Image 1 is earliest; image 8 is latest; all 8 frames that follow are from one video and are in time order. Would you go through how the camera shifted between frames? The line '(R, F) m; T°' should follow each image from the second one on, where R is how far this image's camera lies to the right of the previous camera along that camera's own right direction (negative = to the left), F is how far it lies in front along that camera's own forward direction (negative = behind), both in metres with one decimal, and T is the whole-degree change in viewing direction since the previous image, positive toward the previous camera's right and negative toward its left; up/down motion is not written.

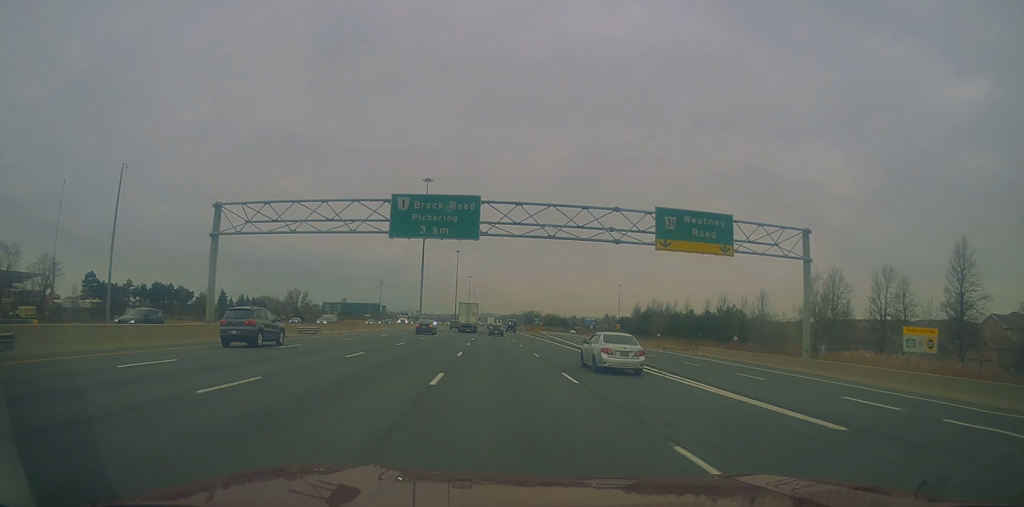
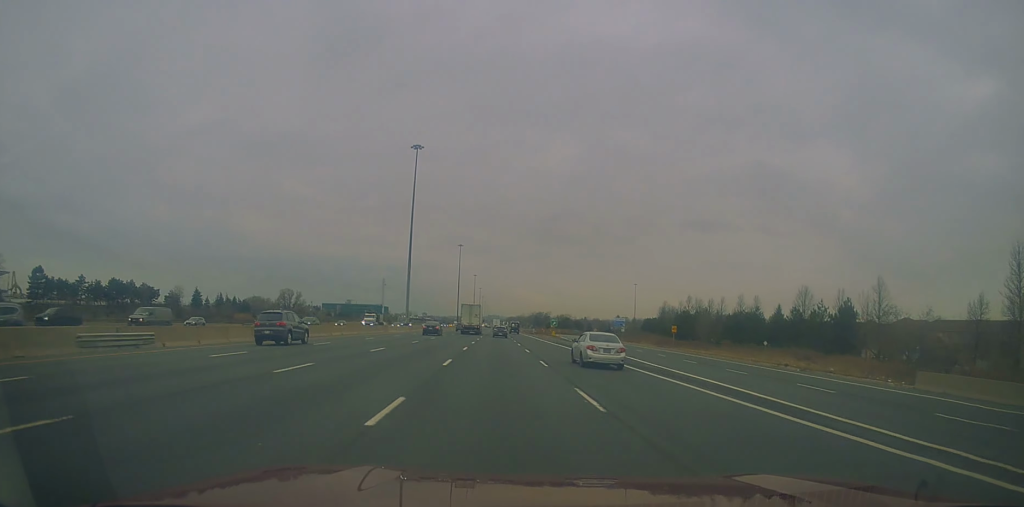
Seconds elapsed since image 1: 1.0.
(+0.2, +29.1) m; 0°
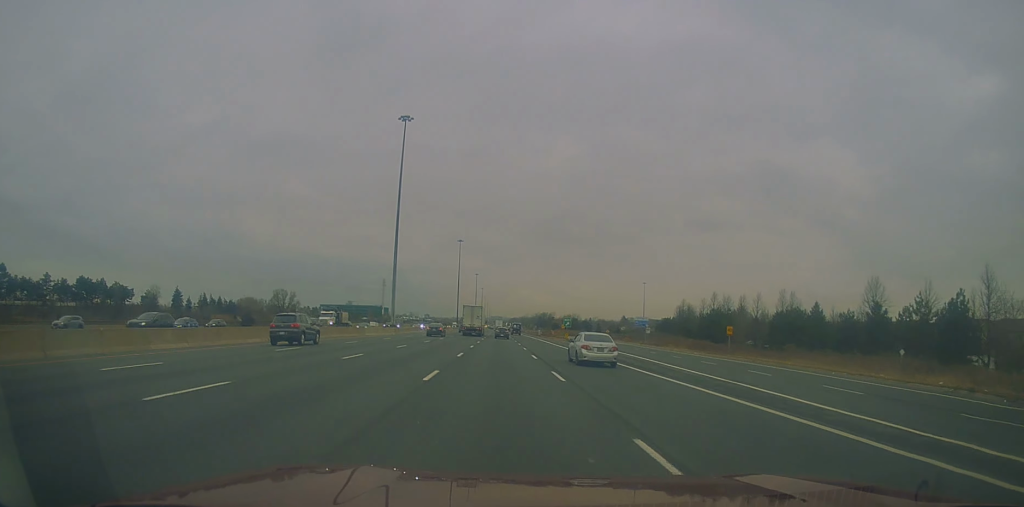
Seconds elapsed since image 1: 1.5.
(-0.1, +17.4) m; -1°
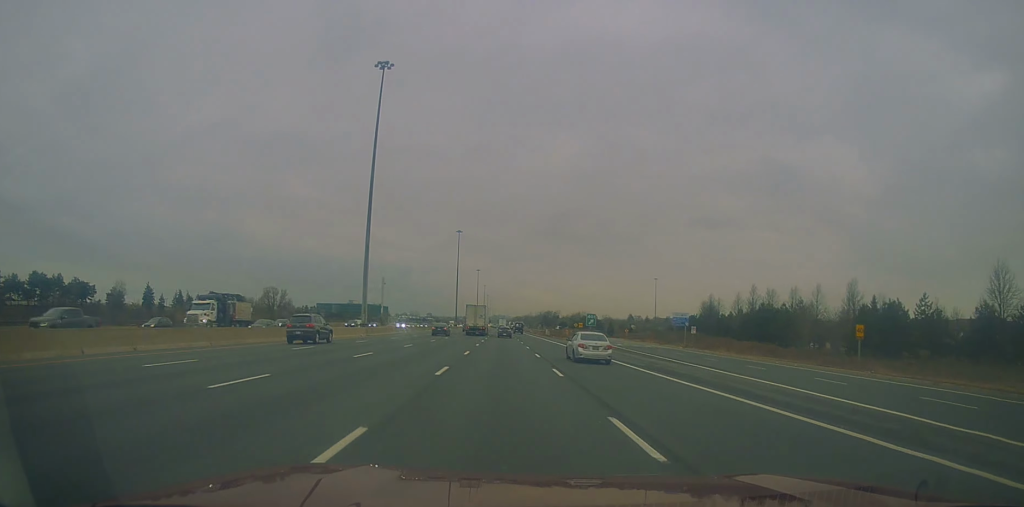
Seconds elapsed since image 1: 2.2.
(-0.3, +21.7) m; 0°
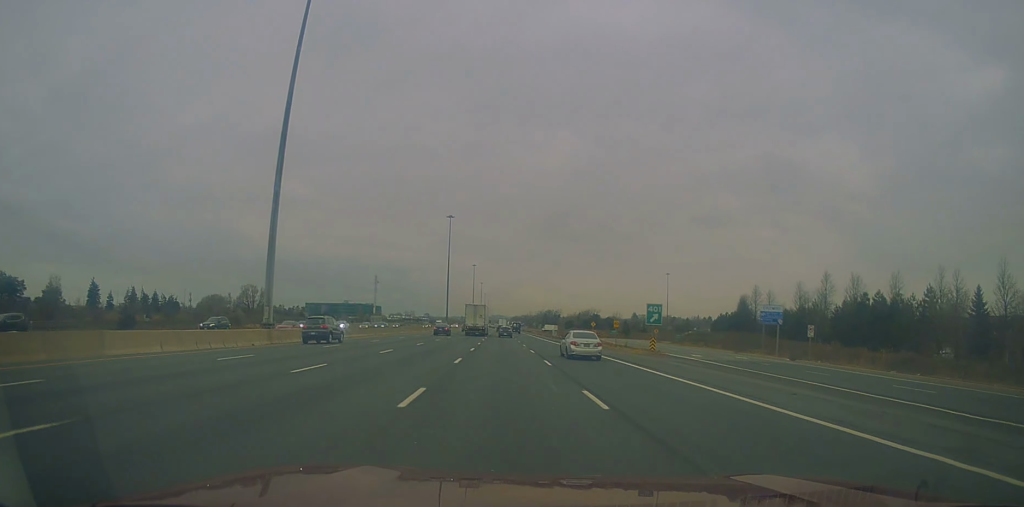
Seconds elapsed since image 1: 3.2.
(-0.1, +30.3) m; 0°
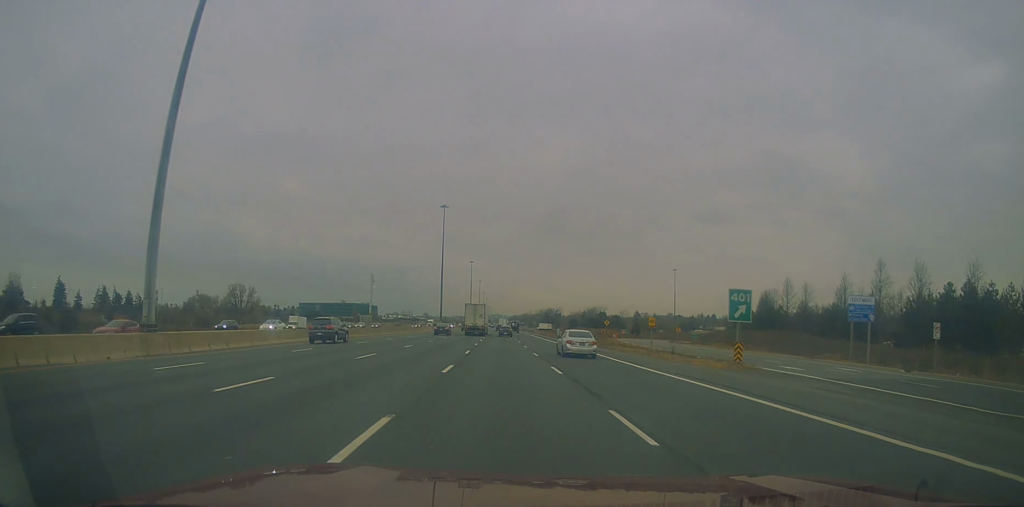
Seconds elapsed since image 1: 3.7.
(+0.2, +15.7) m; 0°
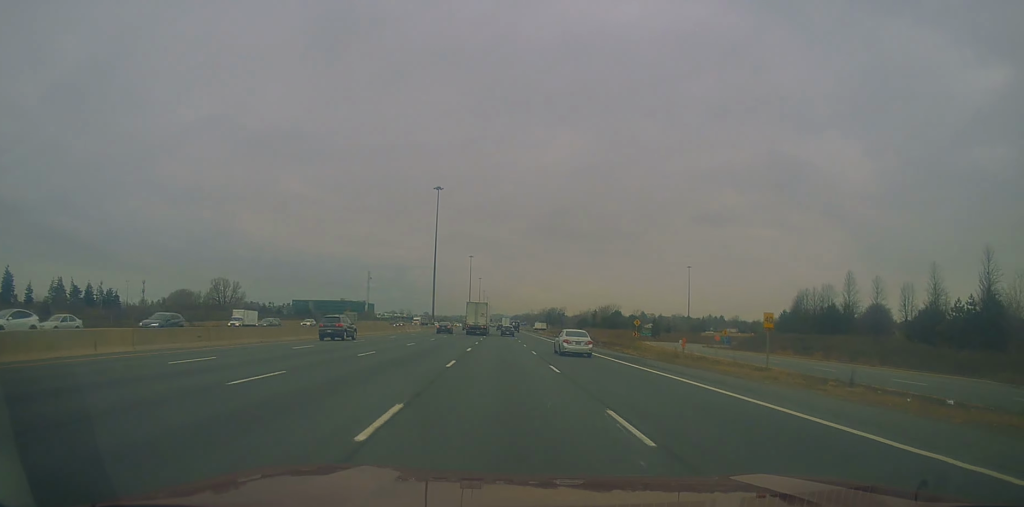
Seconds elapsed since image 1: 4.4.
(-0.2, +22.3) m; 0°
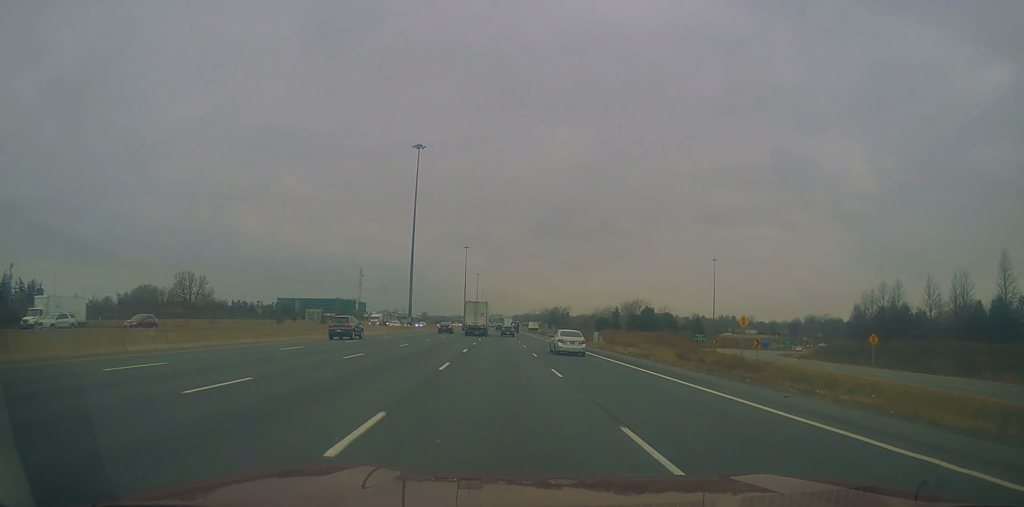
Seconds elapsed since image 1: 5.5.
(+0.3, +36.6) m; -1°
